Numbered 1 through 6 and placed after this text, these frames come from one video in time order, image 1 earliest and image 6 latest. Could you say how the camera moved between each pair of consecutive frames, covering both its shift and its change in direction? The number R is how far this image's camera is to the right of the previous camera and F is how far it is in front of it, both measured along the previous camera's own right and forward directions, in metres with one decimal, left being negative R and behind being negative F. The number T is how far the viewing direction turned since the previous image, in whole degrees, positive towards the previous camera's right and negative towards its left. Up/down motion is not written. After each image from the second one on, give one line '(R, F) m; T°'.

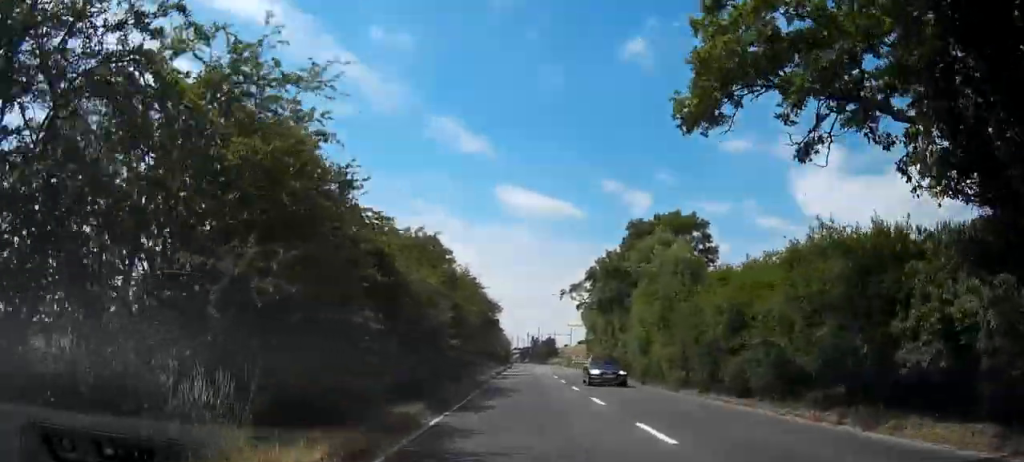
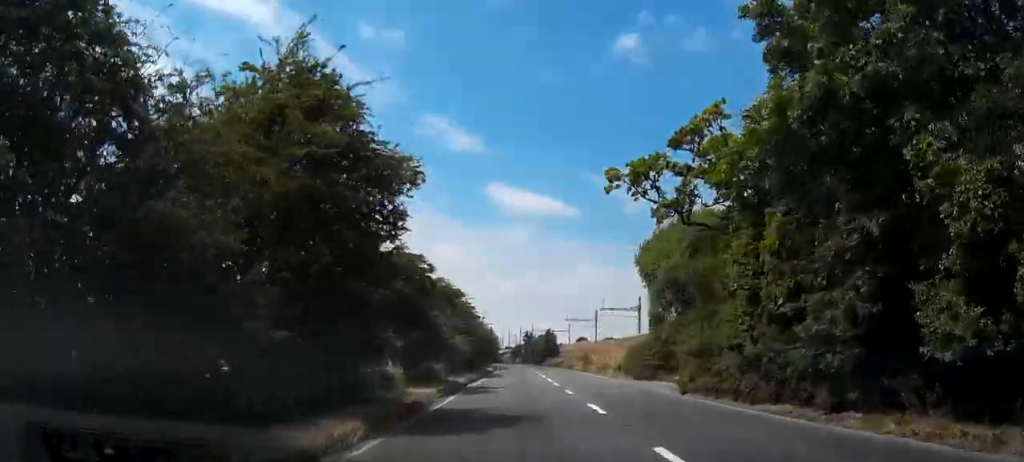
(+0.1, +39.5) m; 0°
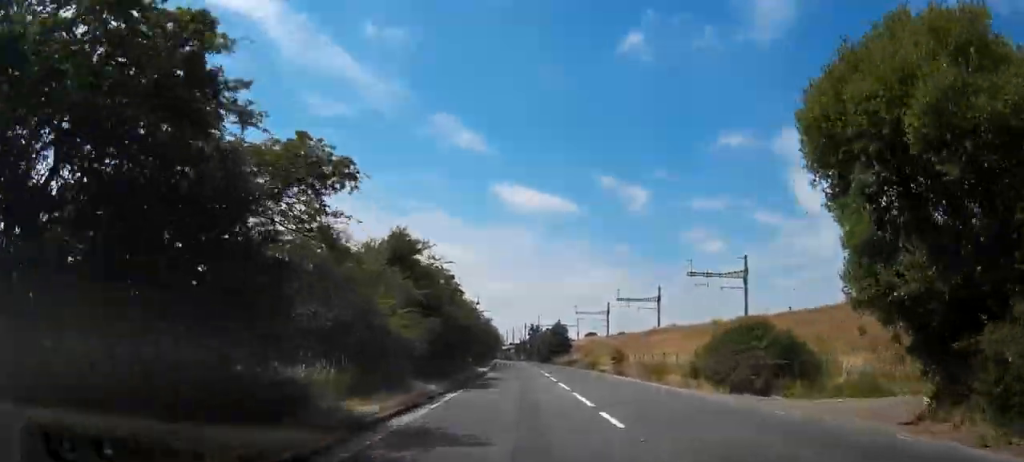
(0.0, +19.8) m; -1°
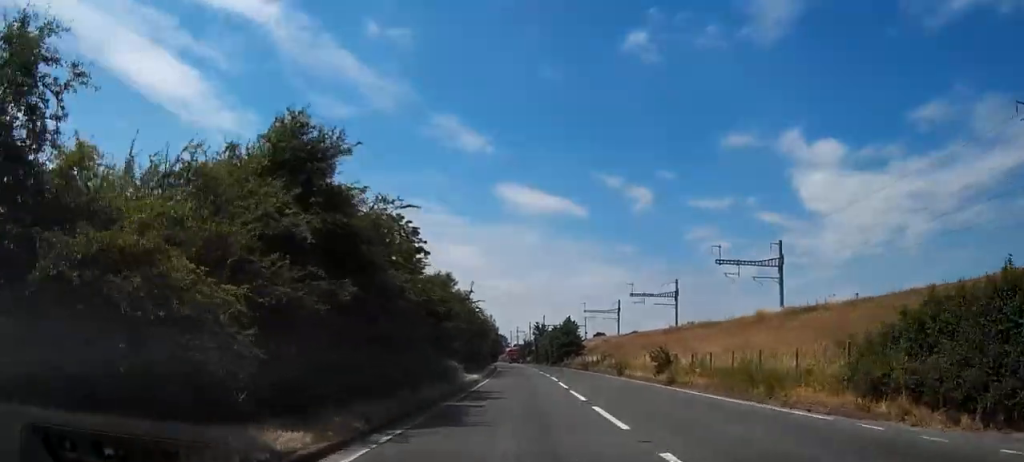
(-0.1, +14.1) m; -1°
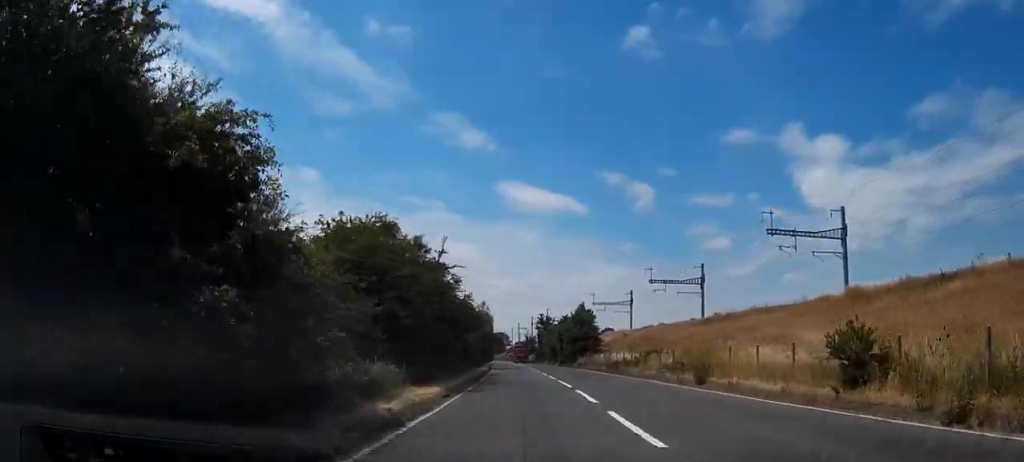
(0.0, +20.4) m; 0°
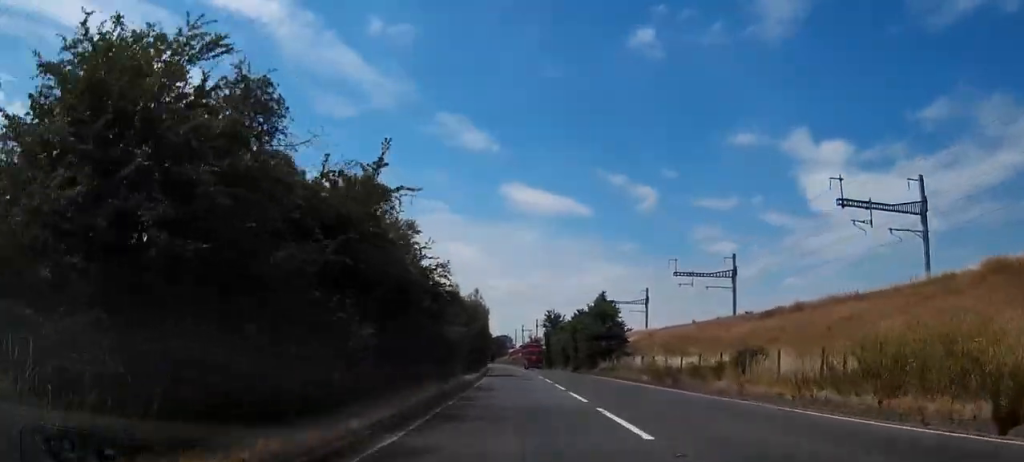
(-0.1, +16.9) m; 0°
